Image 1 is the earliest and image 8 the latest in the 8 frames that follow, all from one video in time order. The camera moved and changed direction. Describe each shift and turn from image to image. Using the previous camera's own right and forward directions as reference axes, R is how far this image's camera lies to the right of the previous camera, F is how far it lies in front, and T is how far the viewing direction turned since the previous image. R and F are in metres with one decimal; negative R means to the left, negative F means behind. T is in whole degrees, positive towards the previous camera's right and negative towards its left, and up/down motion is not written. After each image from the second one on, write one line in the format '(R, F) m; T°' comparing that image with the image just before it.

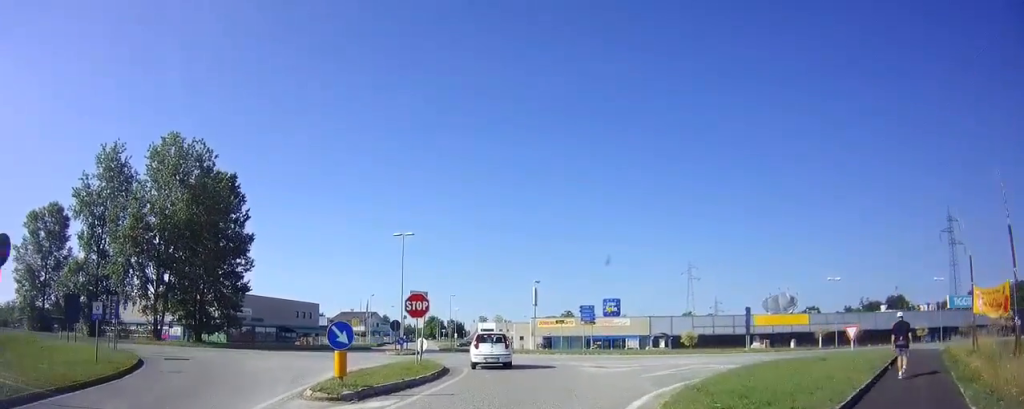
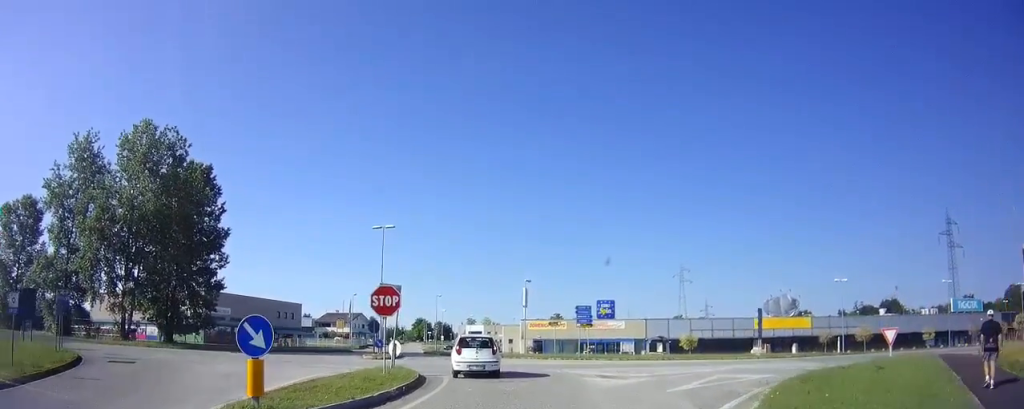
(0.0, +2.8) m; +1°
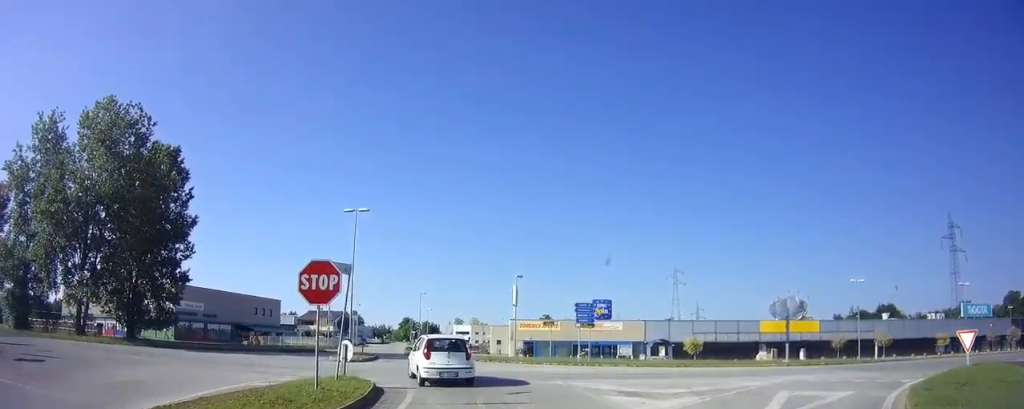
(0.0, +3.9) m; +1°
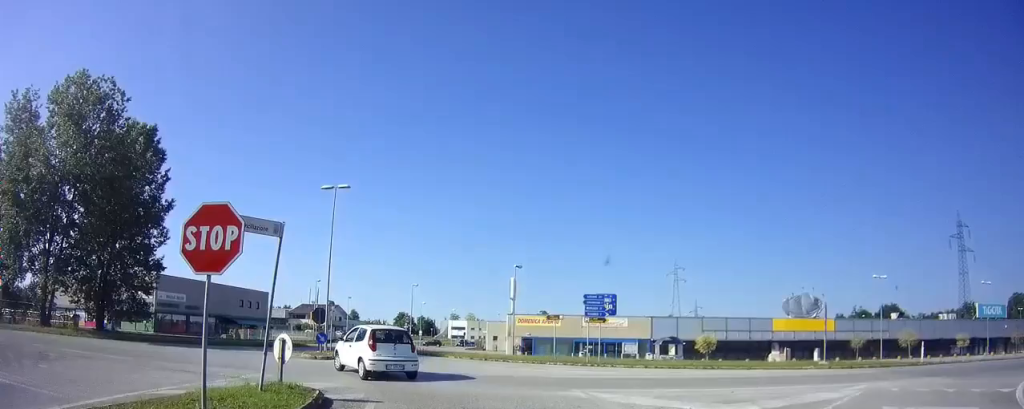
(+0.1, +2.8) m; 0°
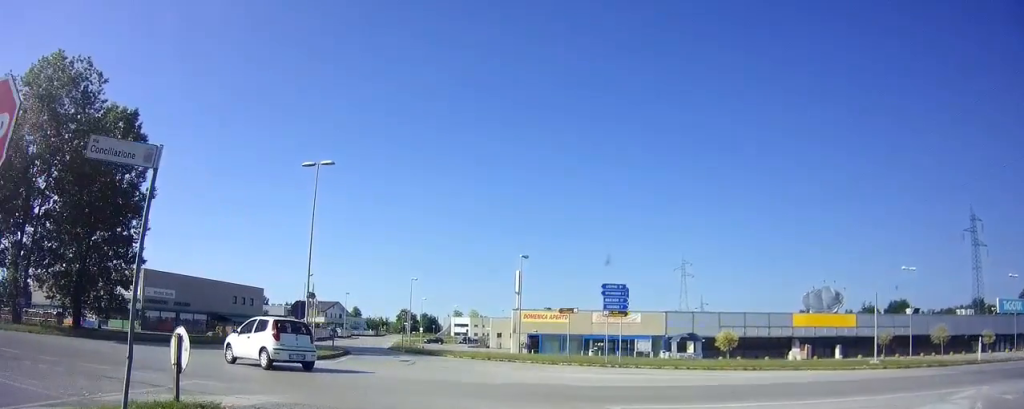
(-0.1, +2.6) m; -3°
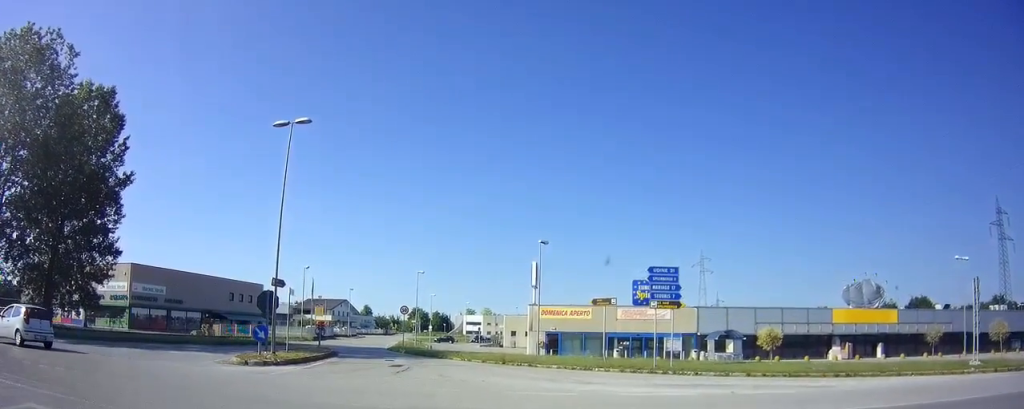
(-0.3, +4.0) m; -14°
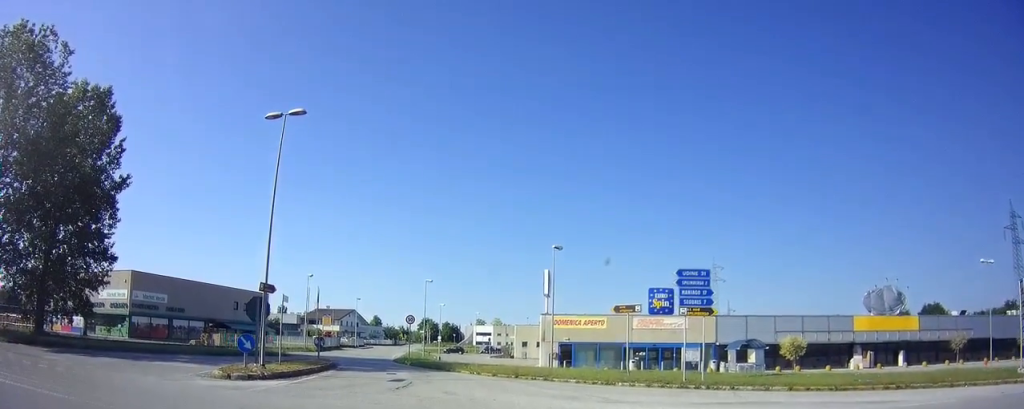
(-0.6, +3.6) m; -25°
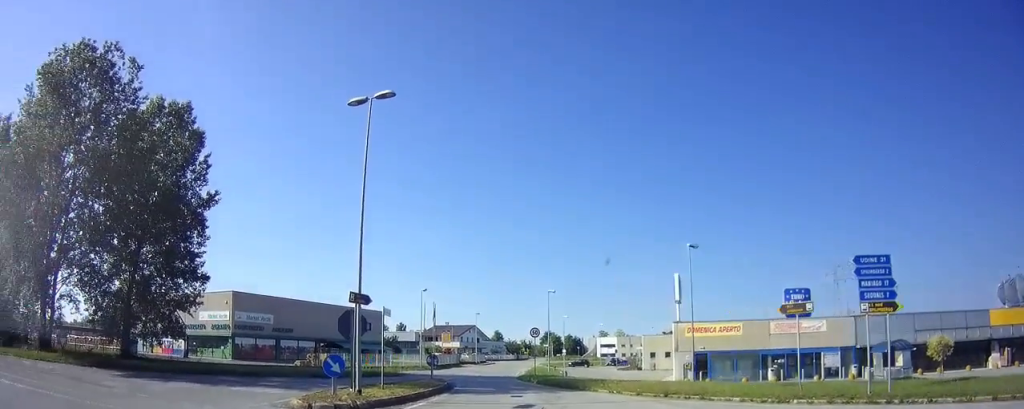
(-1.2, +4.9) m; -27°
